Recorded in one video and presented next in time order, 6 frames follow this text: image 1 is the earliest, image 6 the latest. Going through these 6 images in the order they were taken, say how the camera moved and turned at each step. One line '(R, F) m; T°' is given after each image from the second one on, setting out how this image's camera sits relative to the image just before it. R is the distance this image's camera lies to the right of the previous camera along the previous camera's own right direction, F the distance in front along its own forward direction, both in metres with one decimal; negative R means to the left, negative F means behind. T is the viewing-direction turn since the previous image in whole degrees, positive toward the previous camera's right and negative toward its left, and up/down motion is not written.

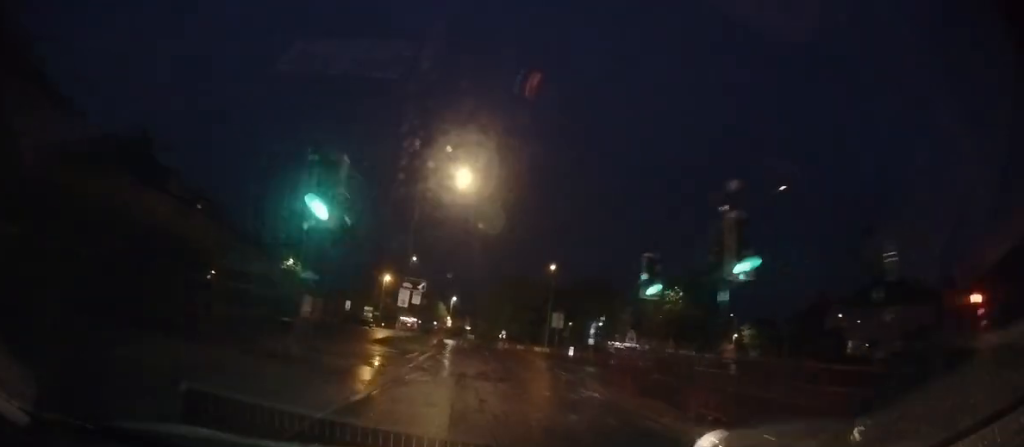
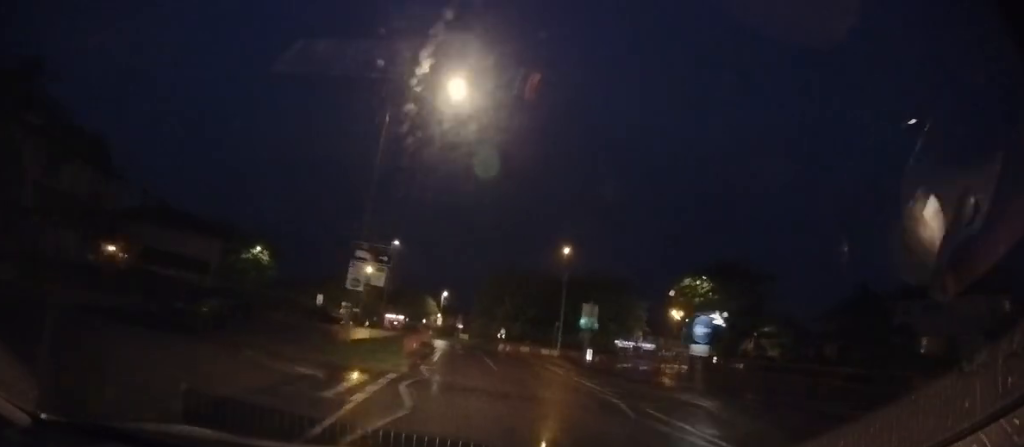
(+0.1, +8.0) m; +1°
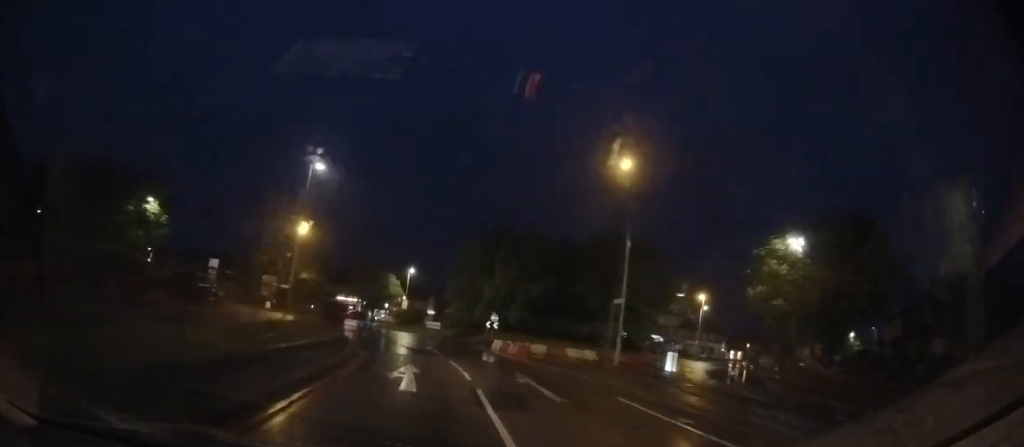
(+0.5, +16.9) m; +2°
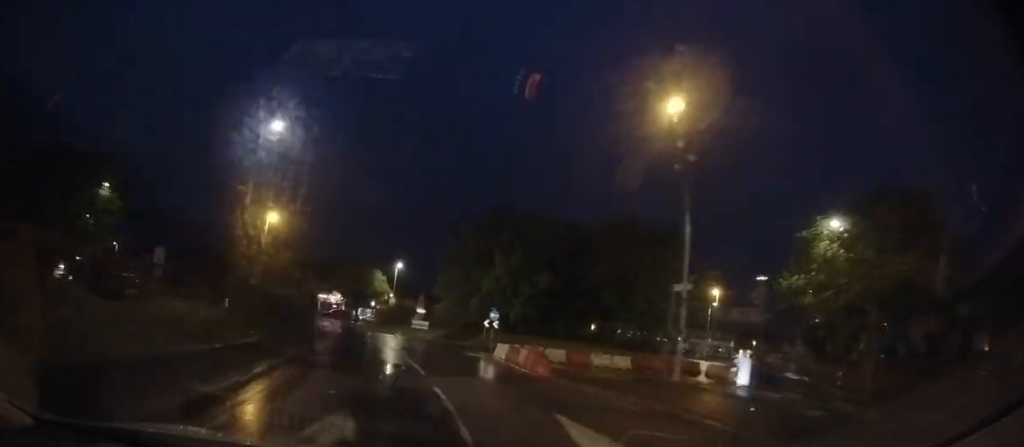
(0.0, +5.7) m; 0°
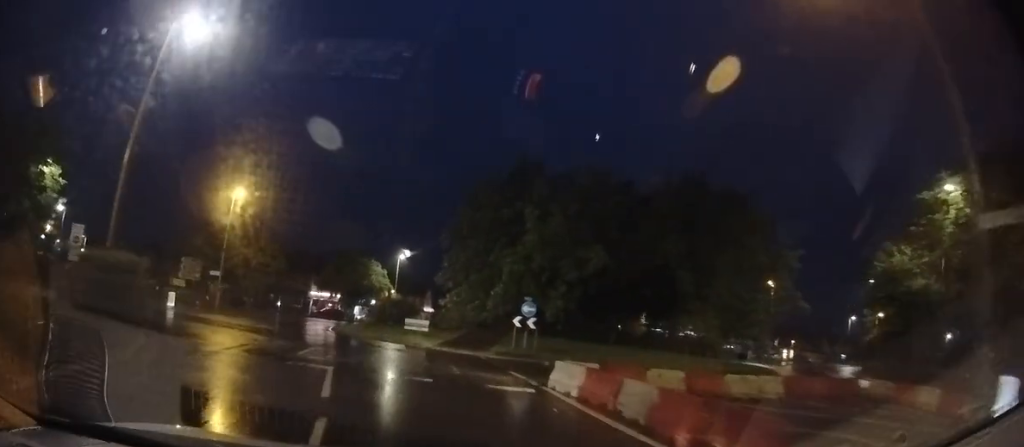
(+0.1, +8.4) m; -5°
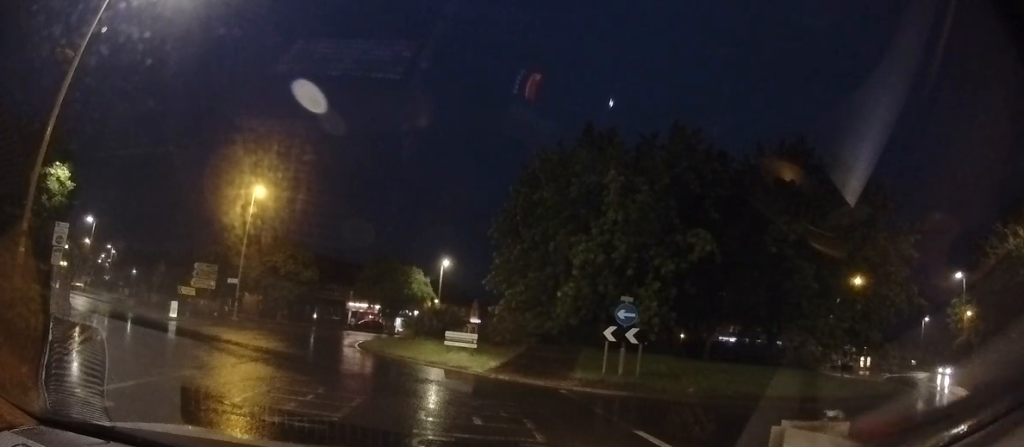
(-1.6, +4.5) m; -14°
